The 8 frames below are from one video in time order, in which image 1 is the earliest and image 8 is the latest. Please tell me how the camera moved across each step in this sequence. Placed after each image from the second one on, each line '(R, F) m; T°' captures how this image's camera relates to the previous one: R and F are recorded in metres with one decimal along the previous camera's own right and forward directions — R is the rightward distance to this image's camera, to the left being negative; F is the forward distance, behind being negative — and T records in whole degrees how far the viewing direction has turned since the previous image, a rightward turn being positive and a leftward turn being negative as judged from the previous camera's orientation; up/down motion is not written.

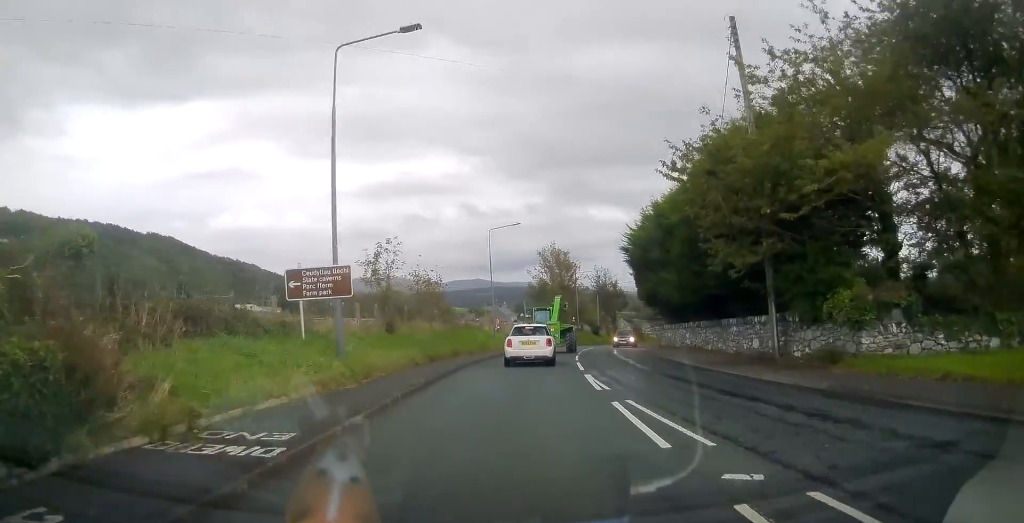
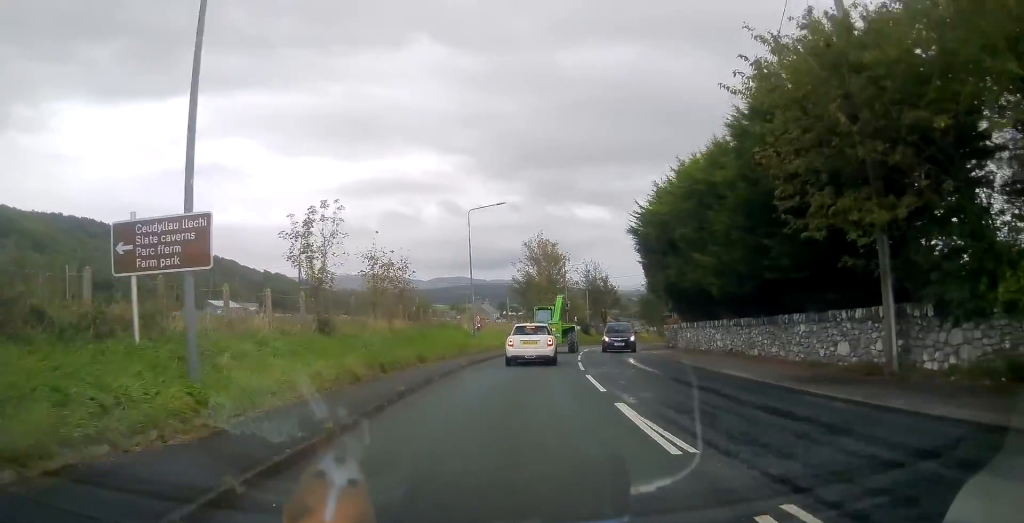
(+0.1, +6.2) m; +2°
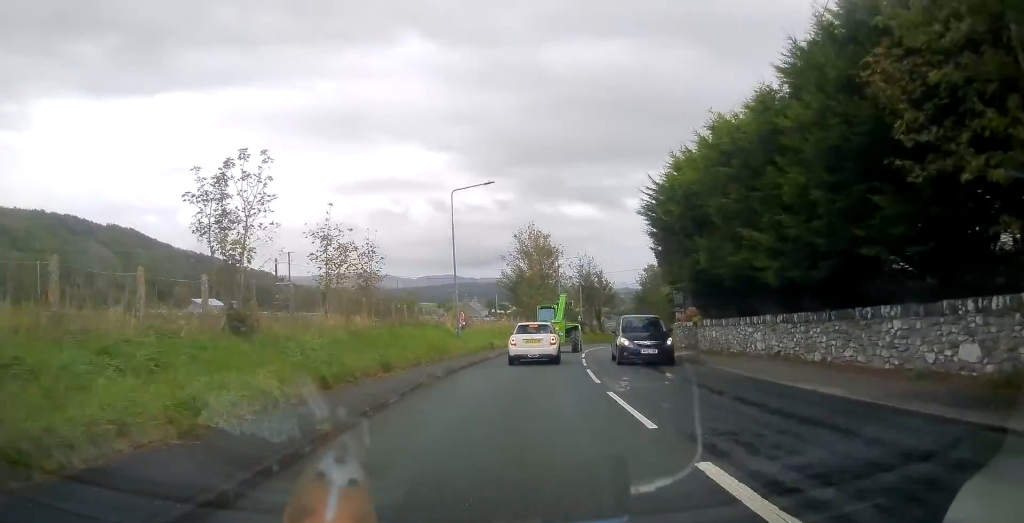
(+0.1, +4.6) m; +1°
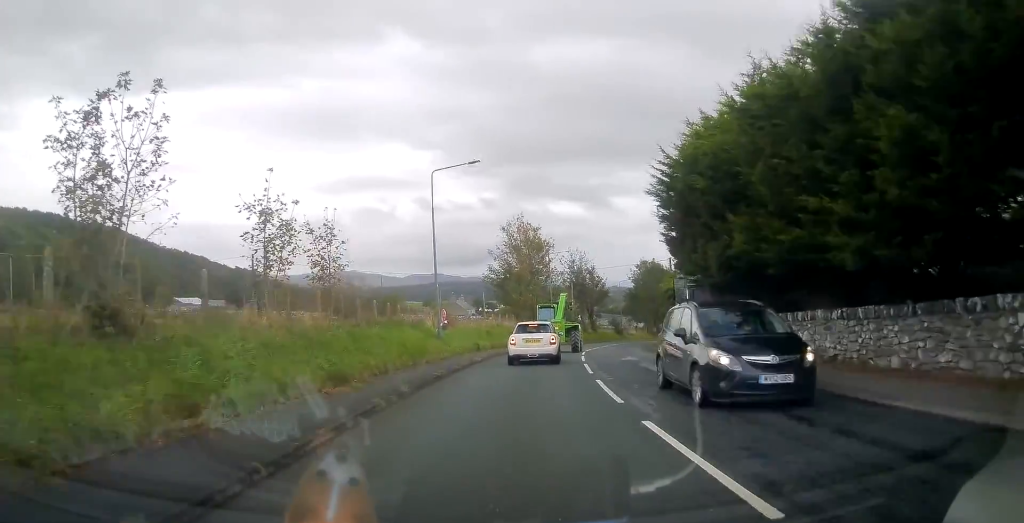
(0.0, +3.7) m; +1°
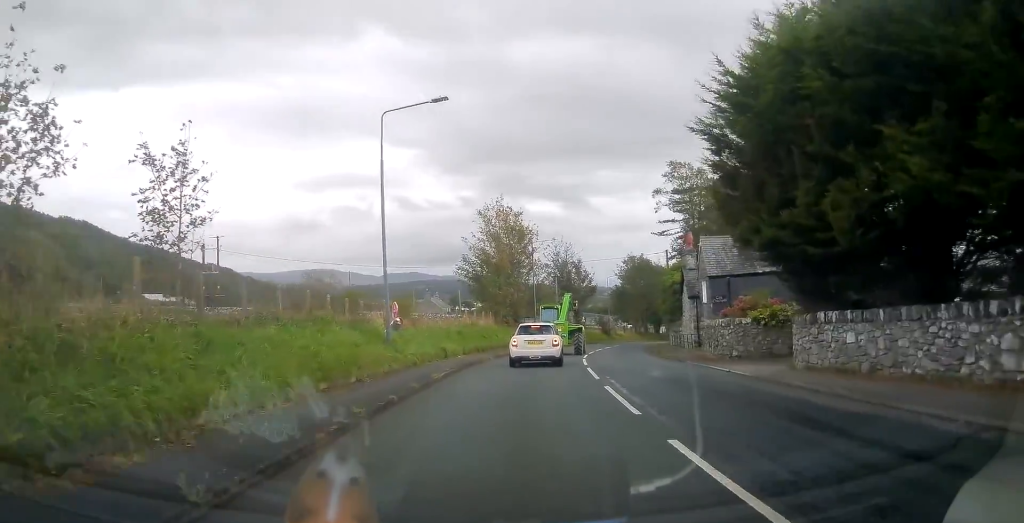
(+0.2, +7.5) m; +2°
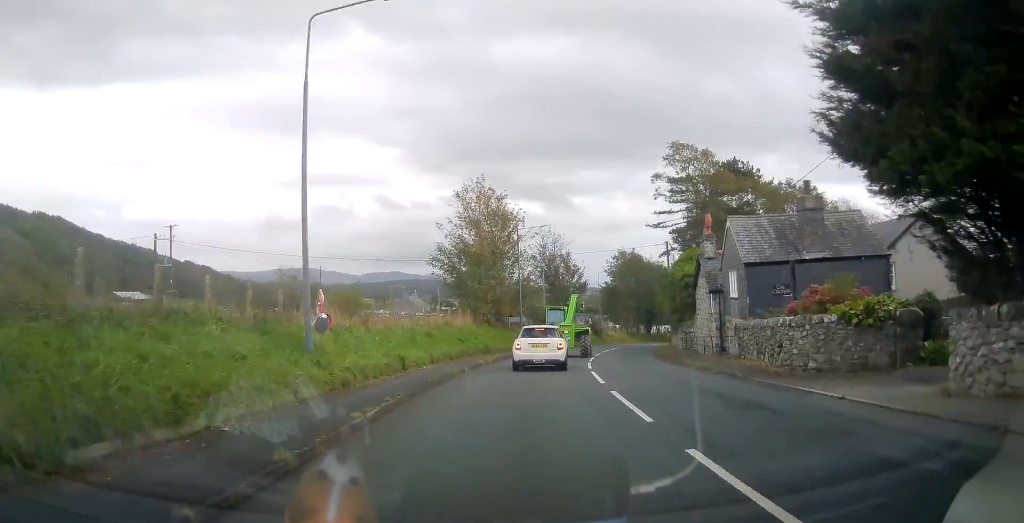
(+0.1, +6.6) m; +2°
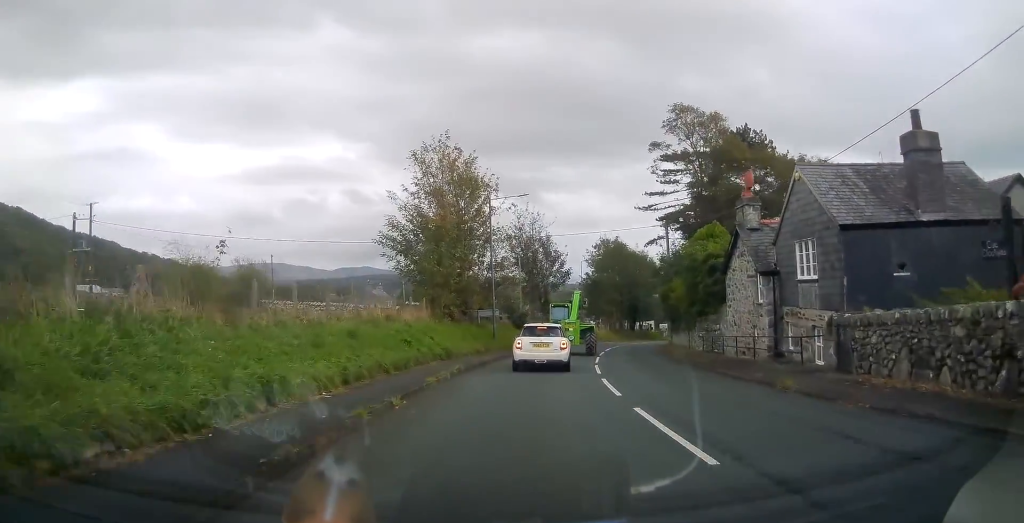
(+0.1, +8.8) m; +3°
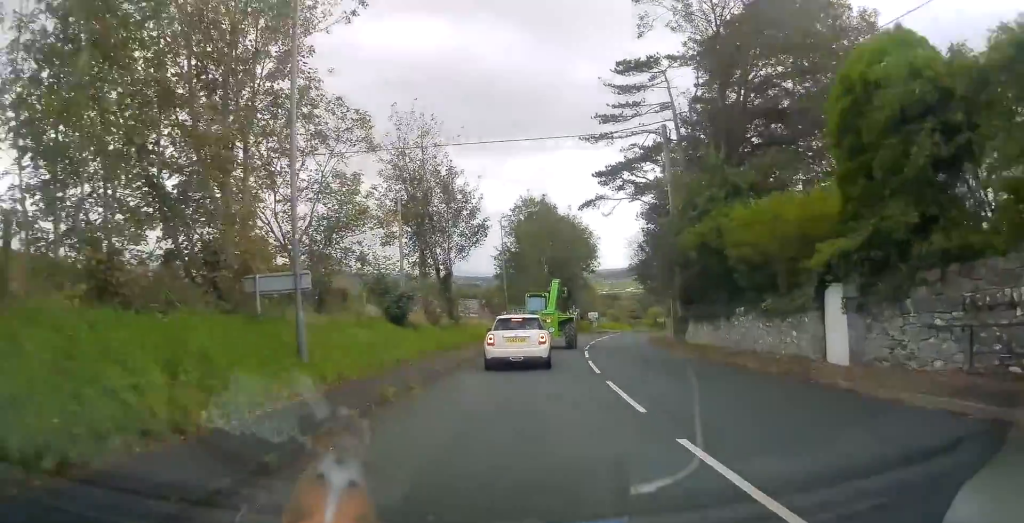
(+1.6, +21.3) m; +8°
